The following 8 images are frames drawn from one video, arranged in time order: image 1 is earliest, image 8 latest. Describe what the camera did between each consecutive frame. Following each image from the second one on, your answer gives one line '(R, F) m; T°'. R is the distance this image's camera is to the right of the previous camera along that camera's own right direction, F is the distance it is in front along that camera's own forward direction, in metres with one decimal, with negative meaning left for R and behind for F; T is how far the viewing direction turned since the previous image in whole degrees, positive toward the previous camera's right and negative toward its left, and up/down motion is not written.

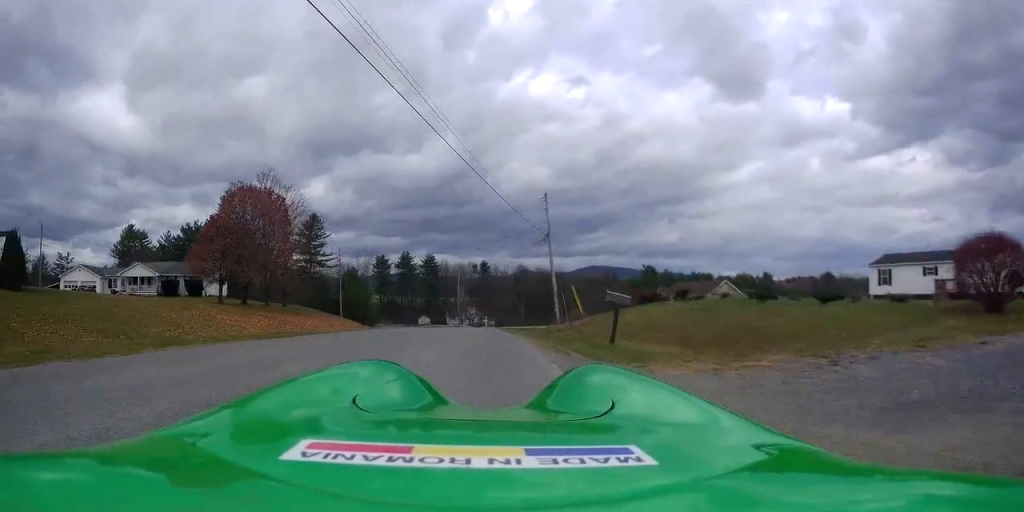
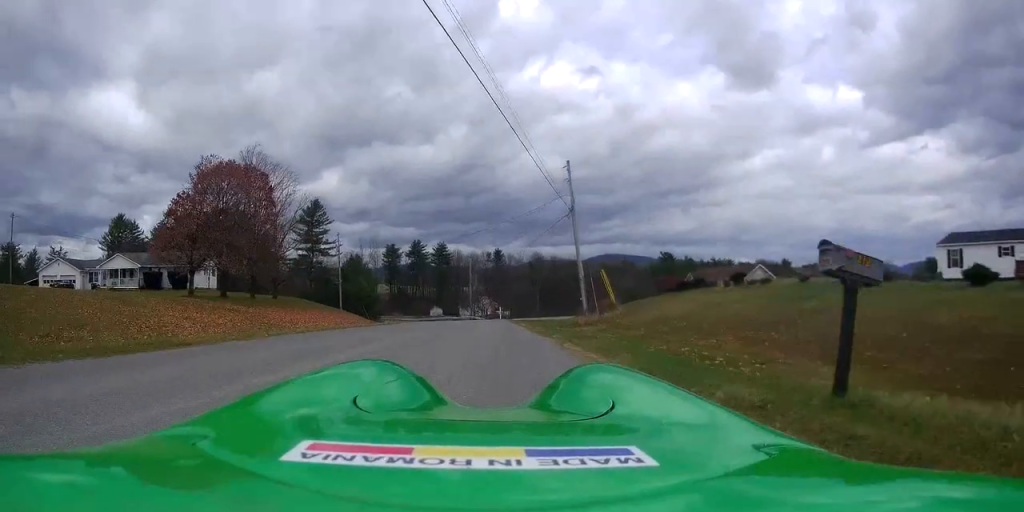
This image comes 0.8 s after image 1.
(-0.1, +7.7) m; -1°
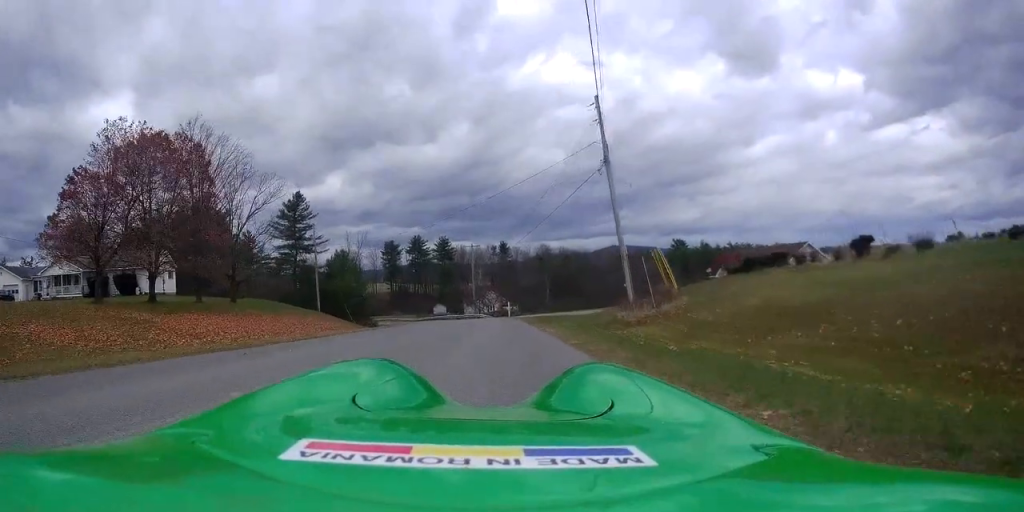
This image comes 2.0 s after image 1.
(-0.2, +13.0) m; -2°
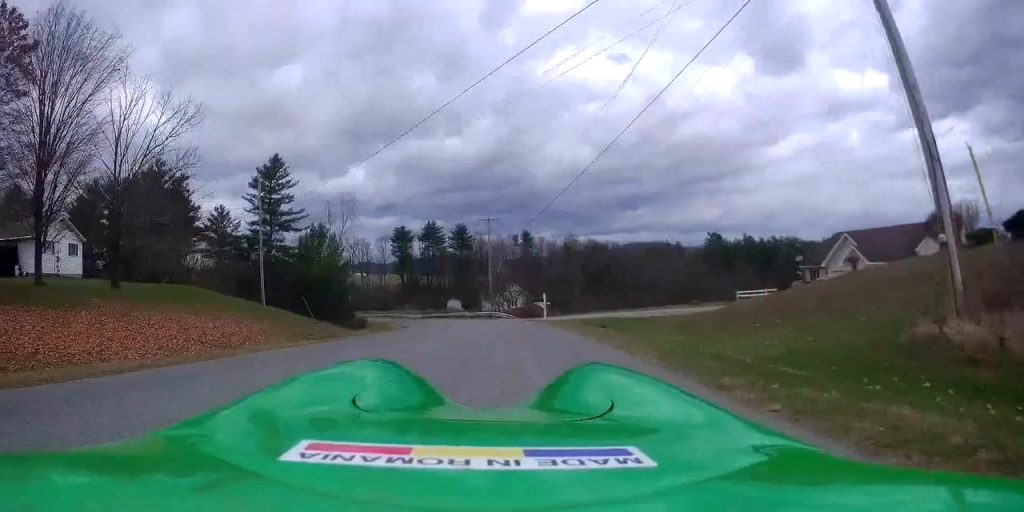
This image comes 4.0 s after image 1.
(-0.2, +21.1) m; 0°
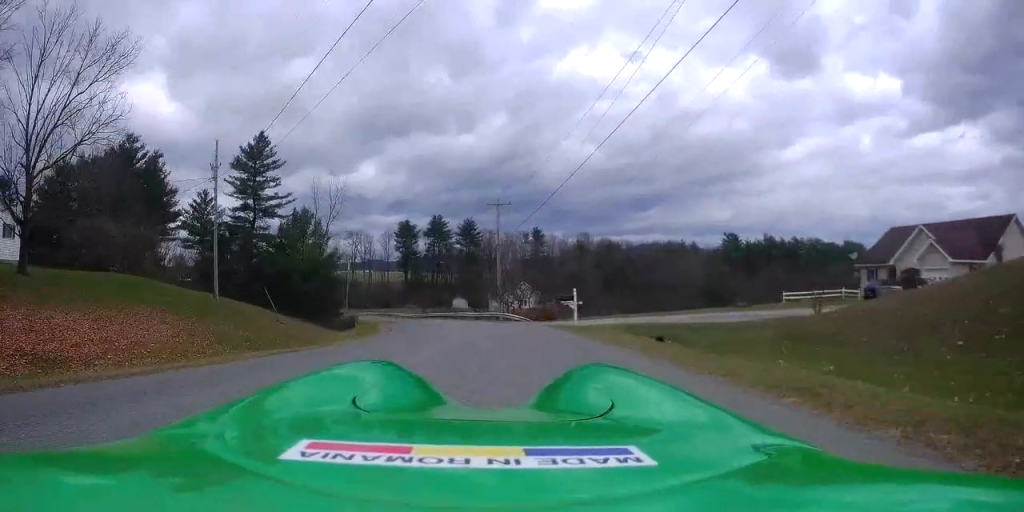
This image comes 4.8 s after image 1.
(+0.1, +9.3) m; 0°
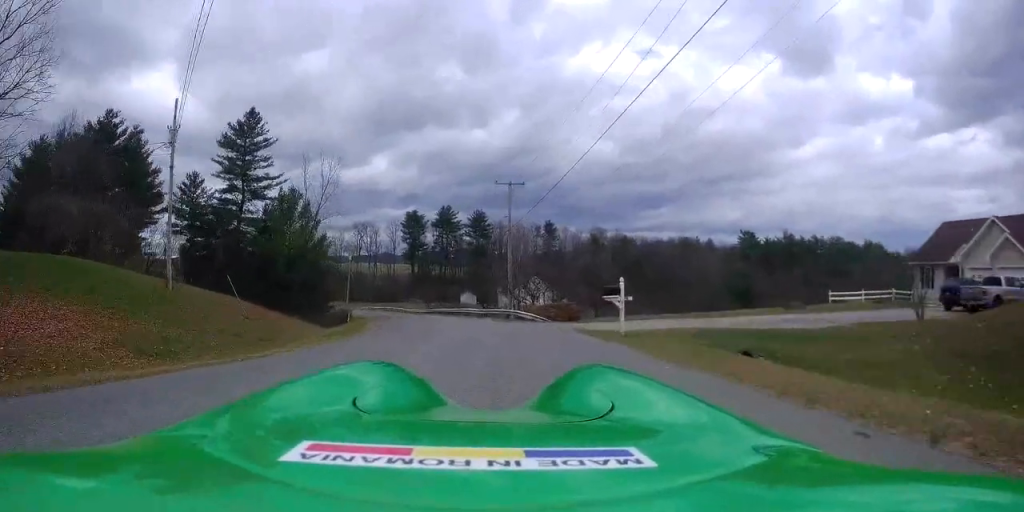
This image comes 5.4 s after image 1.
(+0.2, +6.6) m; -1°
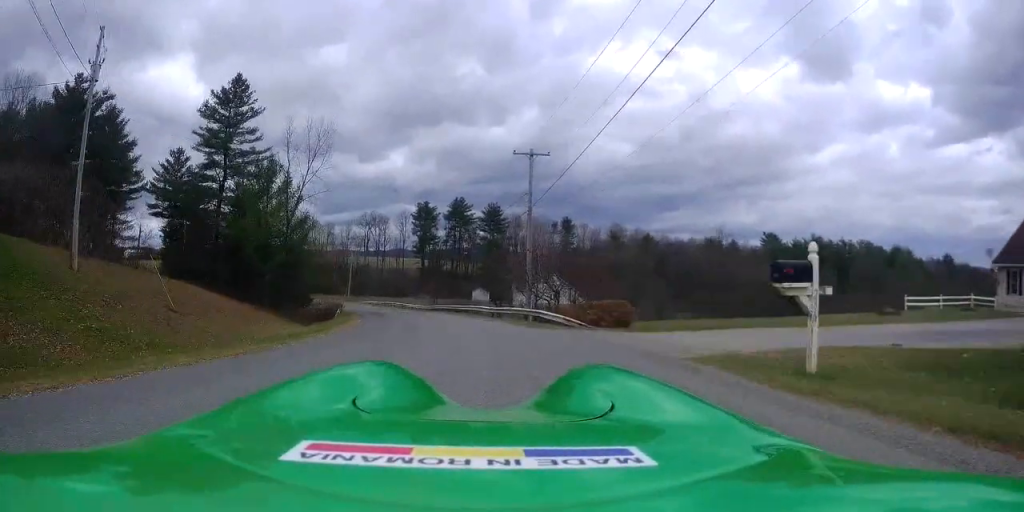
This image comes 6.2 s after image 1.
(-0.4, +9.2) m; -4°
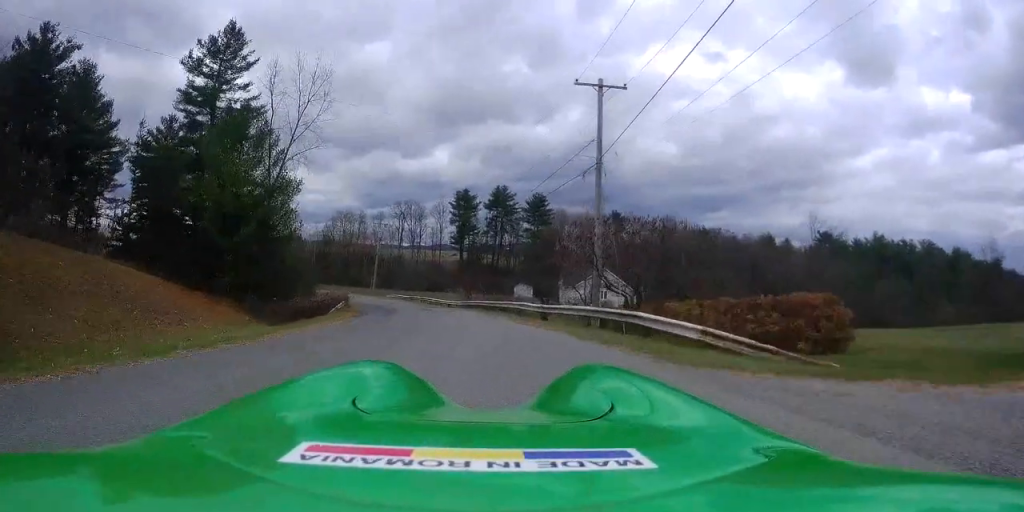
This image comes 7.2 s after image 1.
(-0.5, +12.0) m; -4°
